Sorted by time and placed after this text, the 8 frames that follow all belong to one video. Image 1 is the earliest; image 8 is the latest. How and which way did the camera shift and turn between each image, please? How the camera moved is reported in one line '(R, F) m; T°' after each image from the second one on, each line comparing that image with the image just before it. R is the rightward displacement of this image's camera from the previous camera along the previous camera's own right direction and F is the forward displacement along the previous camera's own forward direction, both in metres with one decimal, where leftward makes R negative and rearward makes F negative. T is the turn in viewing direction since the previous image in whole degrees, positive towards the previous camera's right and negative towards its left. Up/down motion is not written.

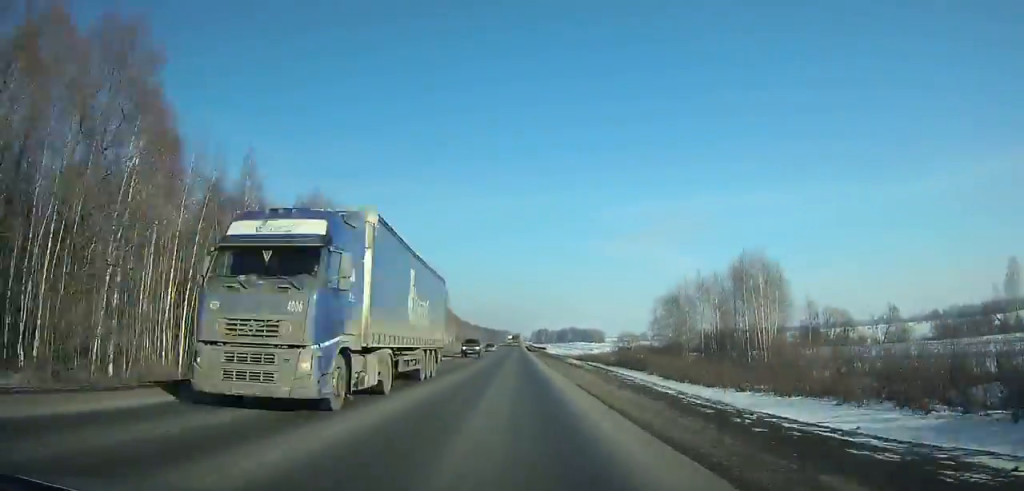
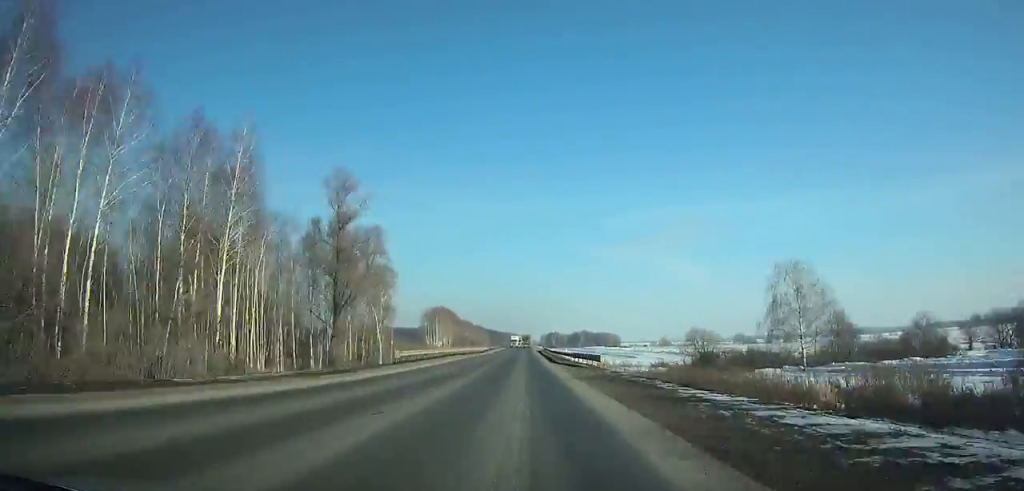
(-0.2, +55.8) m; 0°
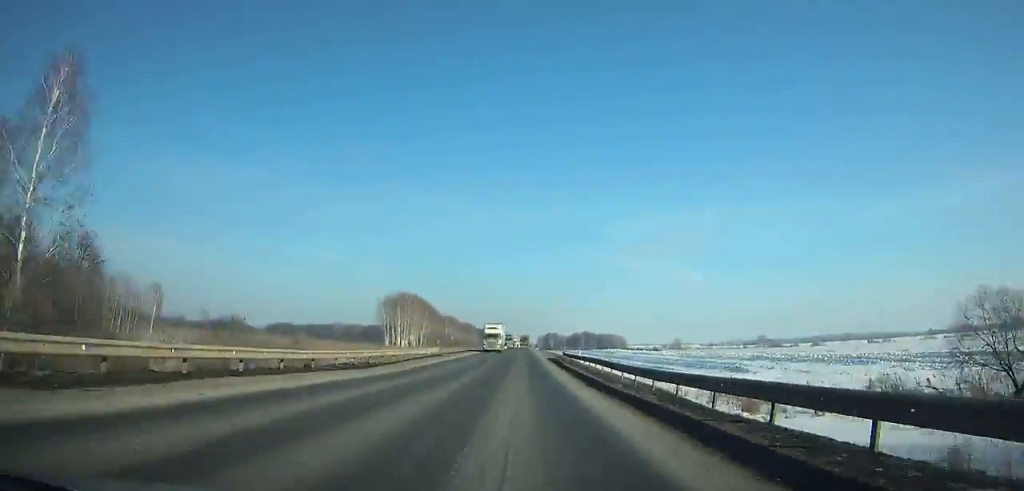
(0.0, +66.4) m; 0°
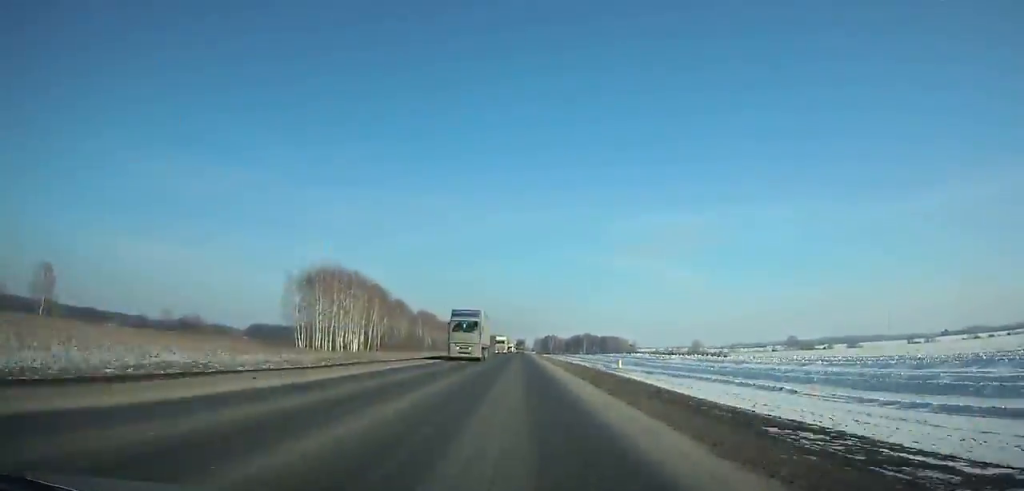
(+0.3, +66.6) m; 0°
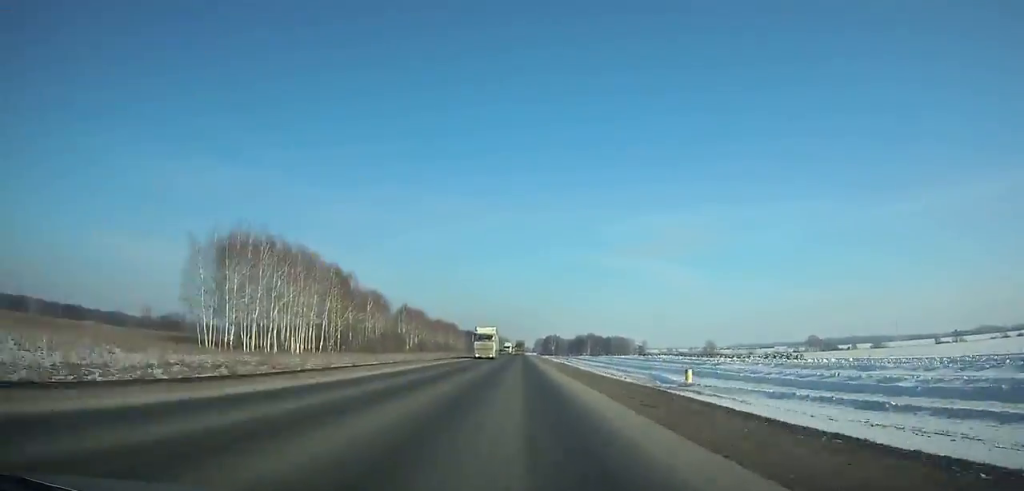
(0.0, +34.8) m; 0°
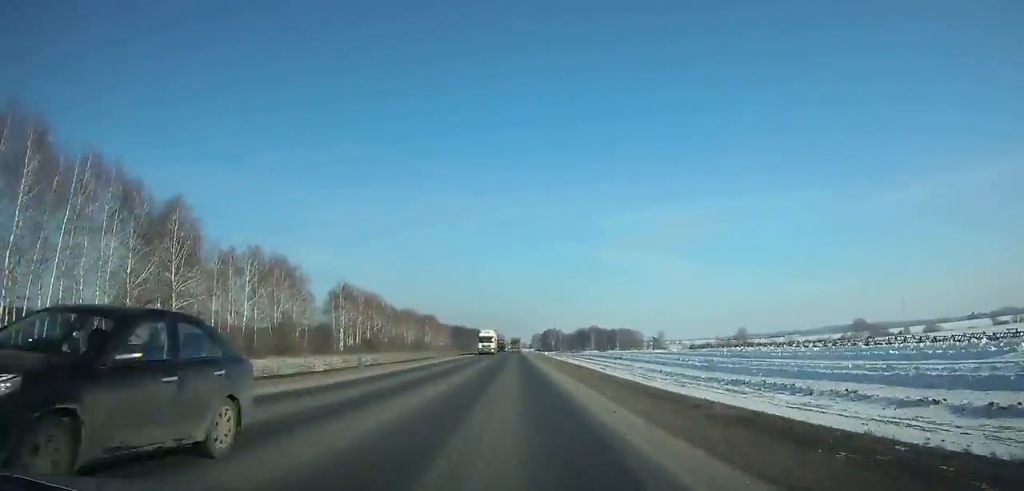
(0.0, +67.1) m; 0°
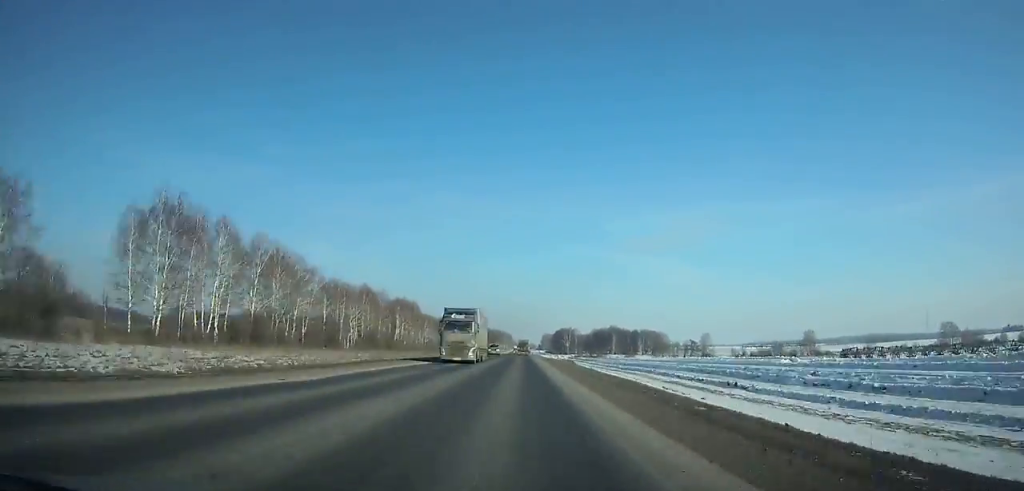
(-0.2, +75.4) m; 0°
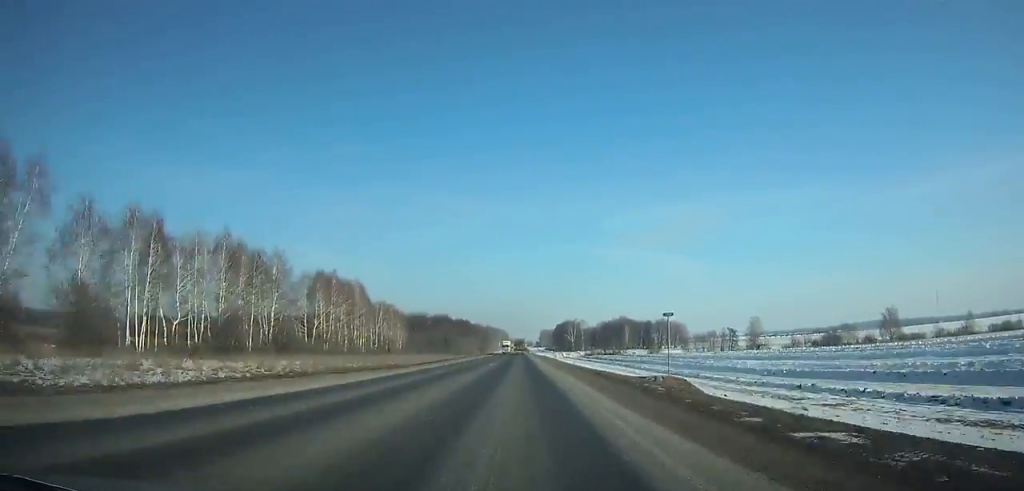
(-0.2, +70.0) m; 0°
